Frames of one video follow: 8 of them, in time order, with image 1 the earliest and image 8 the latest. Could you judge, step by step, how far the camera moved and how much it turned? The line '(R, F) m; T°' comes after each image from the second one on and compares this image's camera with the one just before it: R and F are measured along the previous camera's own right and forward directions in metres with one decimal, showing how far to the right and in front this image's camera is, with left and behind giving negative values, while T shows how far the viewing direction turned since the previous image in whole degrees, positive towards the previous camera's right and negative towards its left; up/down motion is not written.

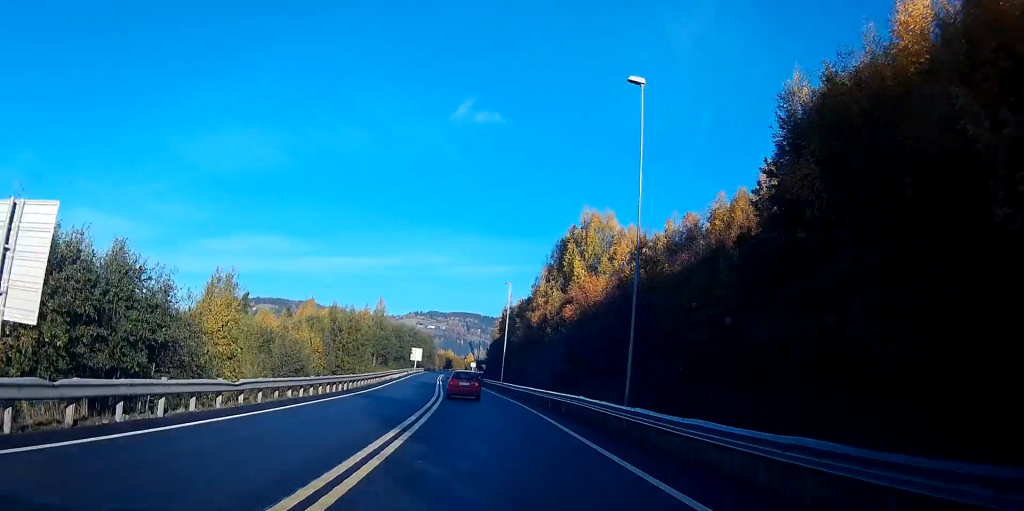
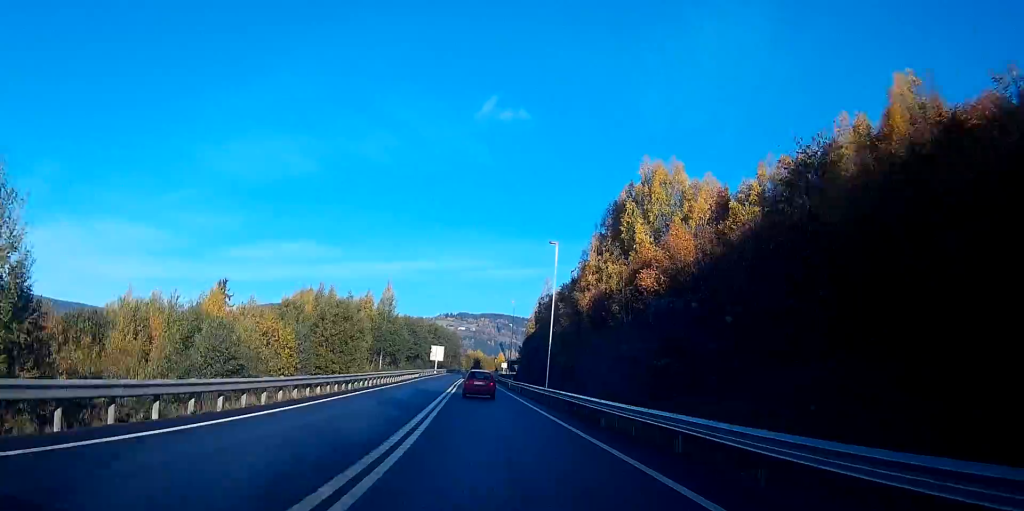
(-0.8, +26.0) m; -3°
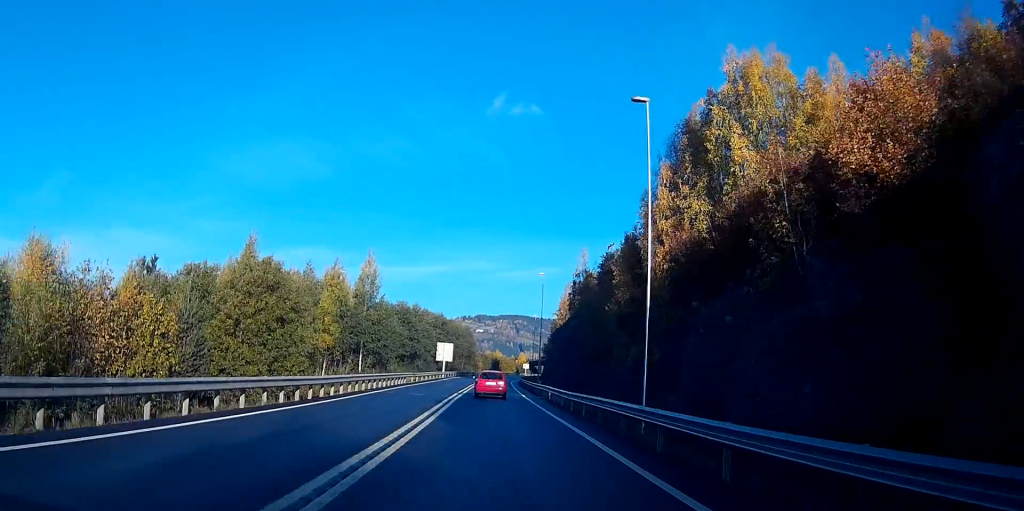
(-0.4, +29.9) m; -1°
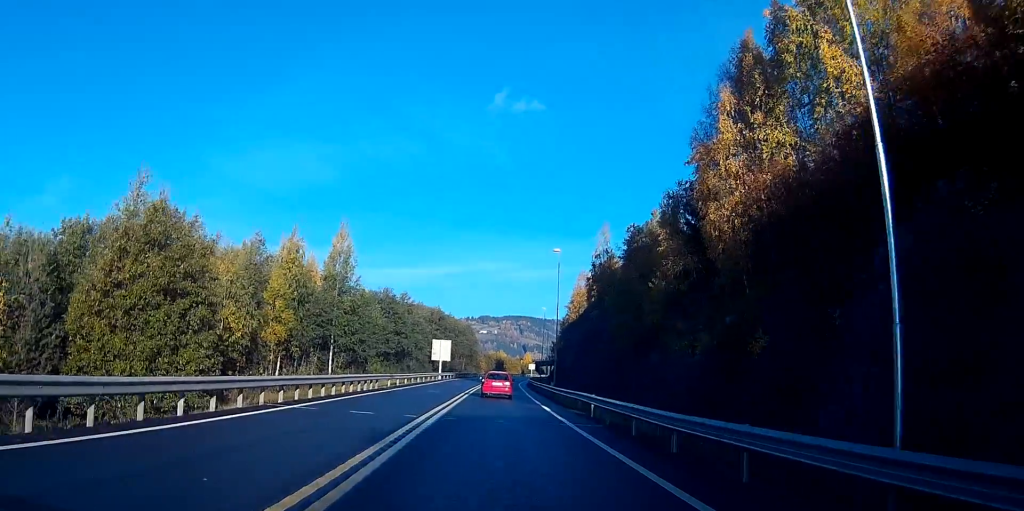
(0.0, +16.2) m; +1°
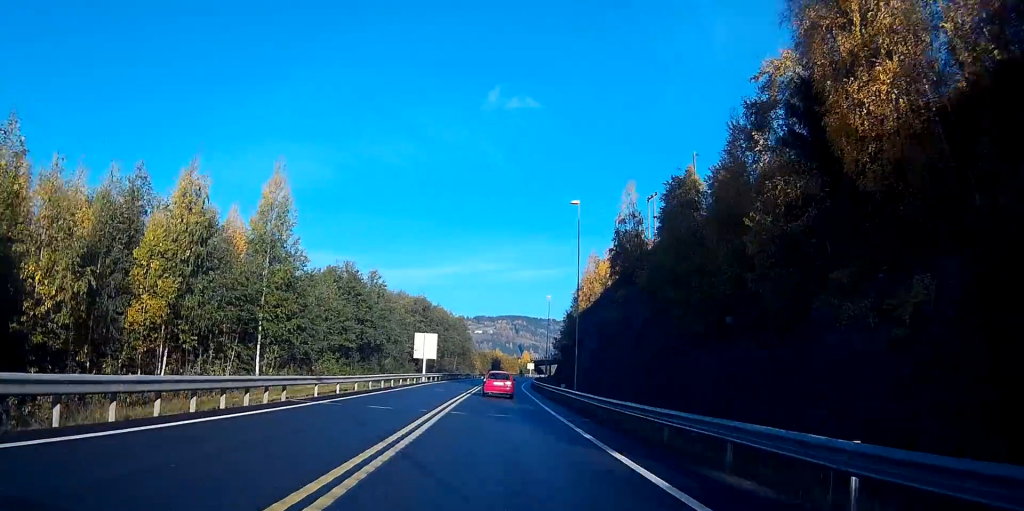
(+0.2, +19.1) m; +1°
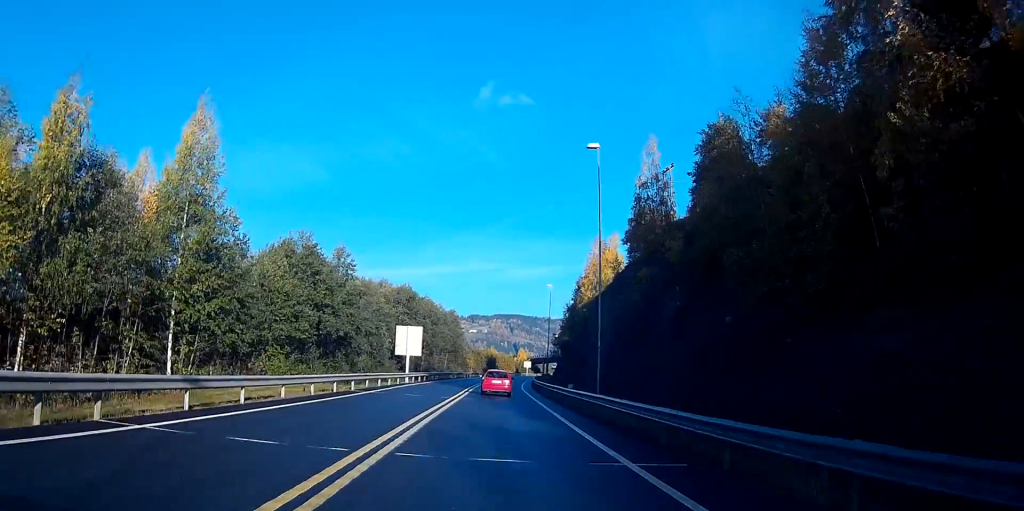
(+0.2, +12.3) m; +1°
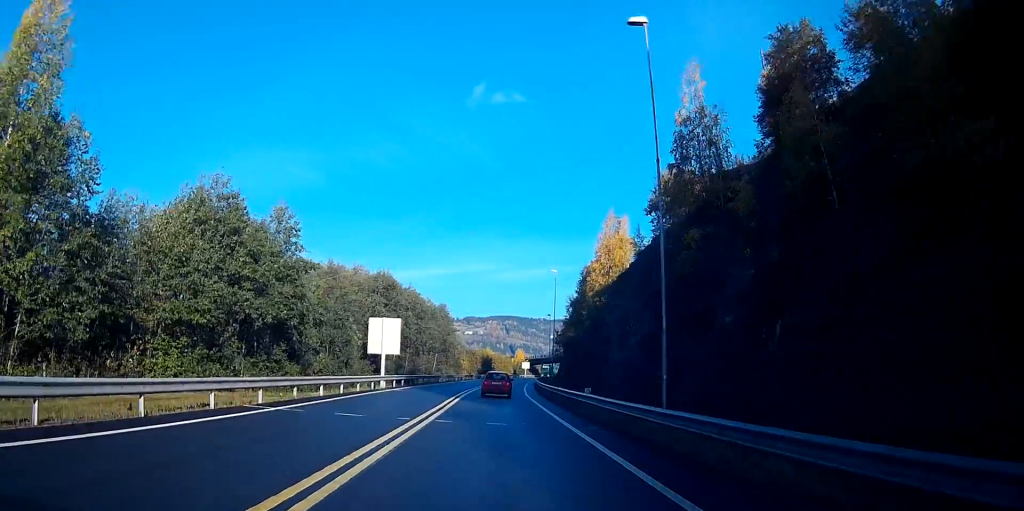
(+0.1, +14.4) m; 0°
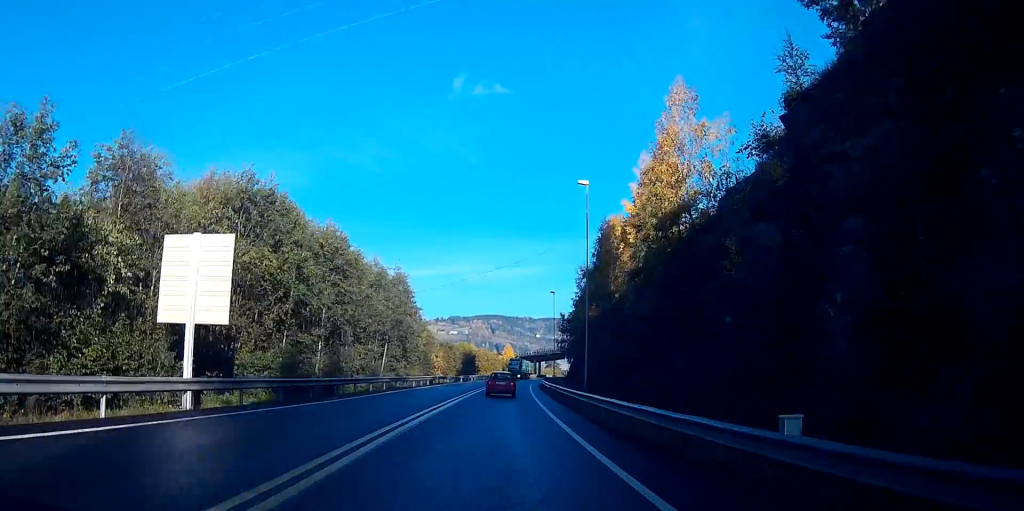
(-0.3, +37.3) m; -1°
